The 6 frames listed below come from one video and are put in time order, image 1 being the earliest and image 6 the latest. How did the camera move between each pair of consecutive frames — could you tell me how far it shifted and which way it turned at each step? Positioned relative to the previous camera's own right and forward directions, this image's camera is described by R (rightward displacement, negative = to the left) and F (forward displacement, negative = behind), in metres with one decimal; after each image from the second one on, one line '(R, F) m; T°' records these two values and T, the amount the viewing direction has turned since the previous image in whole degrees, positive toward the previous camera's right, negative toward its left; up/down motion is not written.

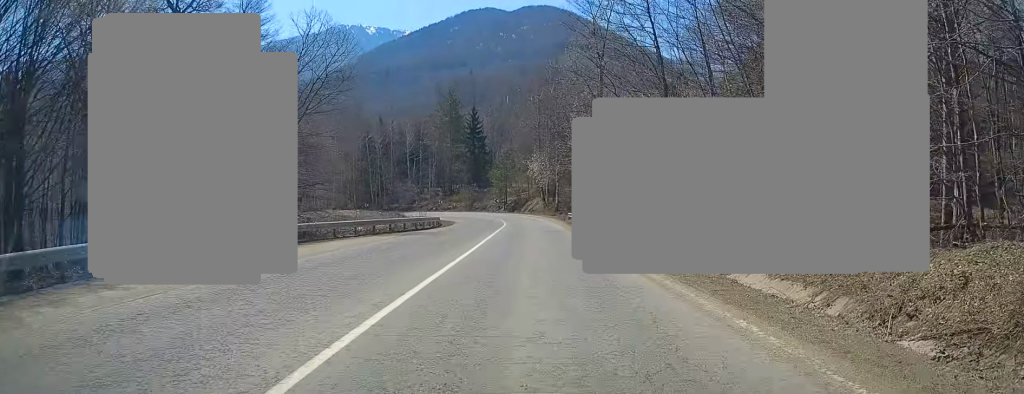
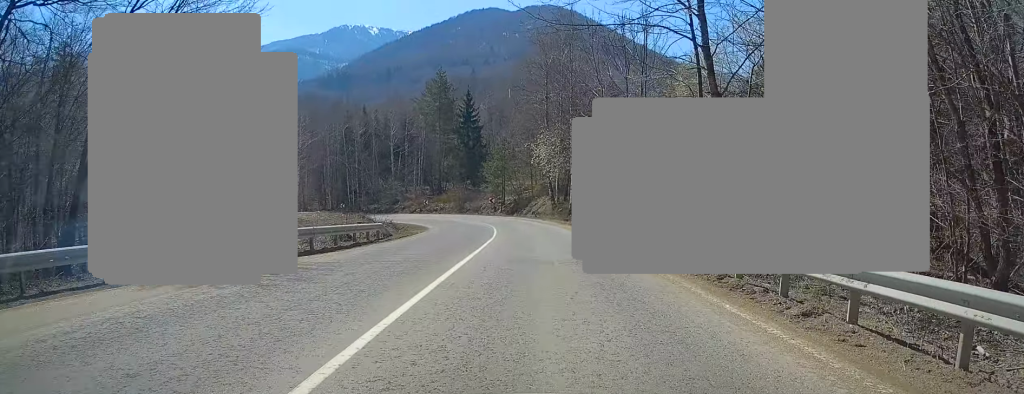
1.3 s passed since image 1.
(0.0, +18.5) m; +1°
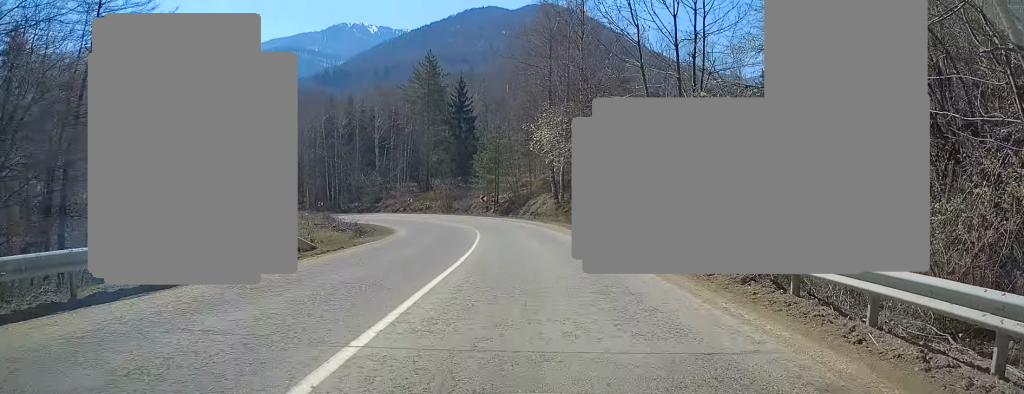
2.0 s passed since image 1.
(+0.1, +10.6) m; -1°
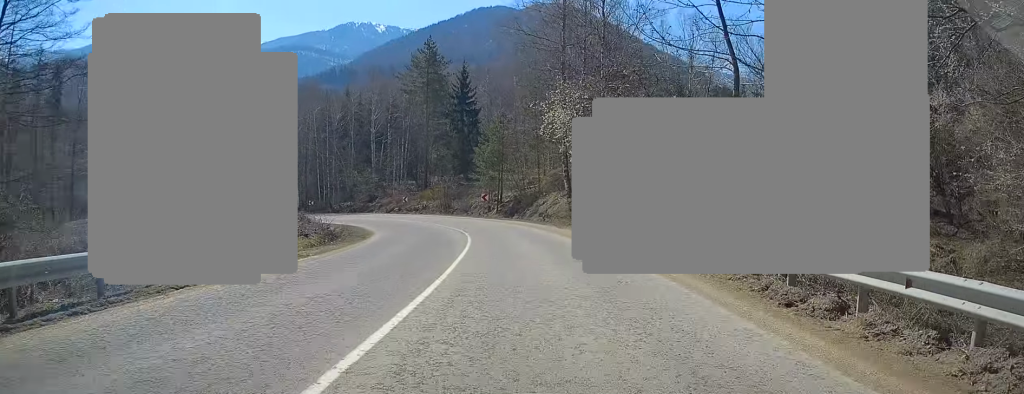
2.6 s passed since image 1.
(-0.1, +7.7) m; -2°
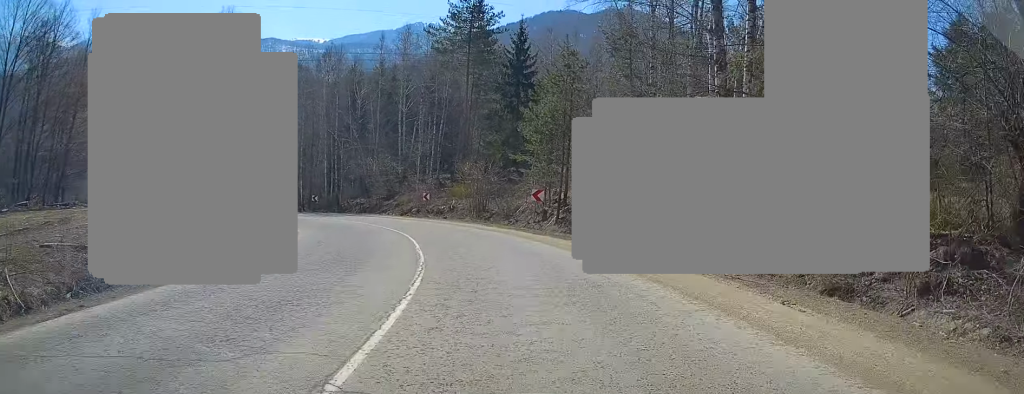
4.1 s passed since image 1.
(-1.3, +22.8) m; -9°
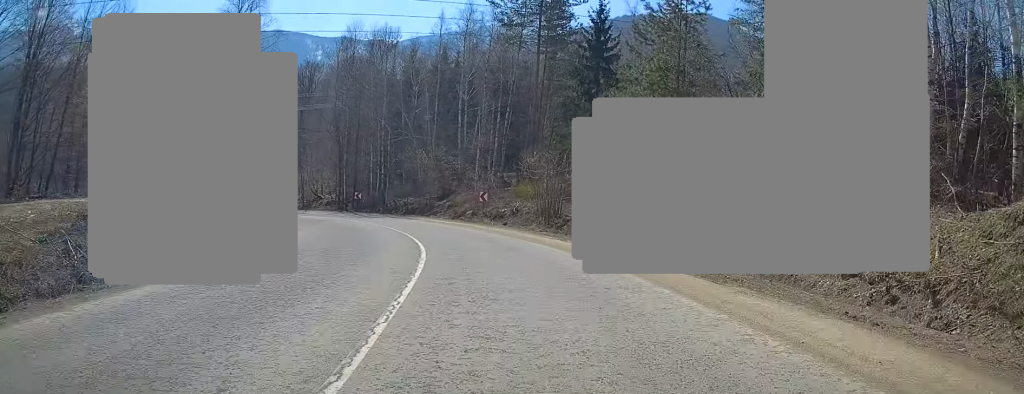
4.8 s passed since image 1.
(-0.6, +10.2) m; -5°
